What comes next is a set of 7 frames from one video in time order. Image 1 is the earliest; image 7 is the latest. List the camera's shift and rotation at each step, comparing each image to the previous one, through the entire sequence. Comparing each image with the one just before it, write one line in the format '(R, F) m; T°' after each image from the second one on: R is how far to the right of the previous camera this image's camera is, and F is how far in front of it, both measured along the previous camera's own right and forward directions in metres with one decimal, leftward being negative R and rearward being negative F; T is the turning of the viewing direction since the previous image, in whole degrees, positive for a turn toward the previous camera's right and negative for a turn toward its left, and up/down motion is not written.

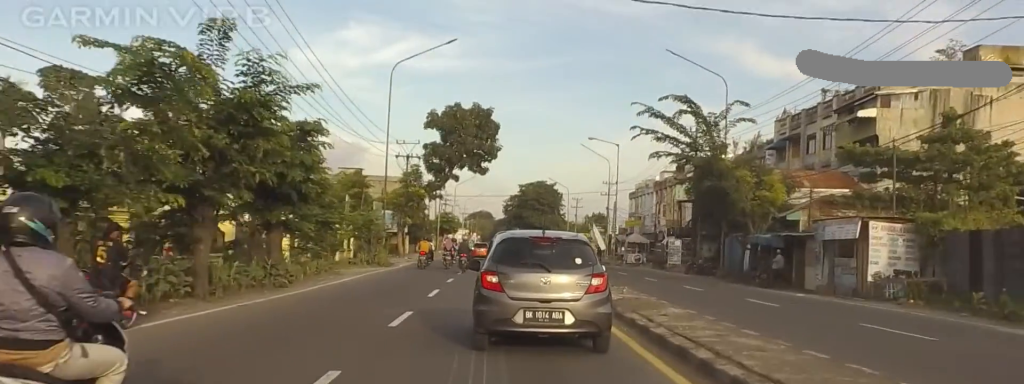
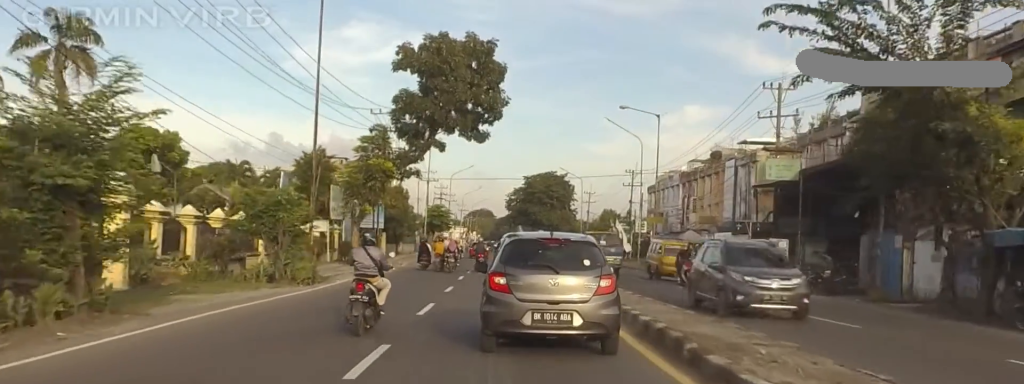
(-0.6, +19.9) m; -8°
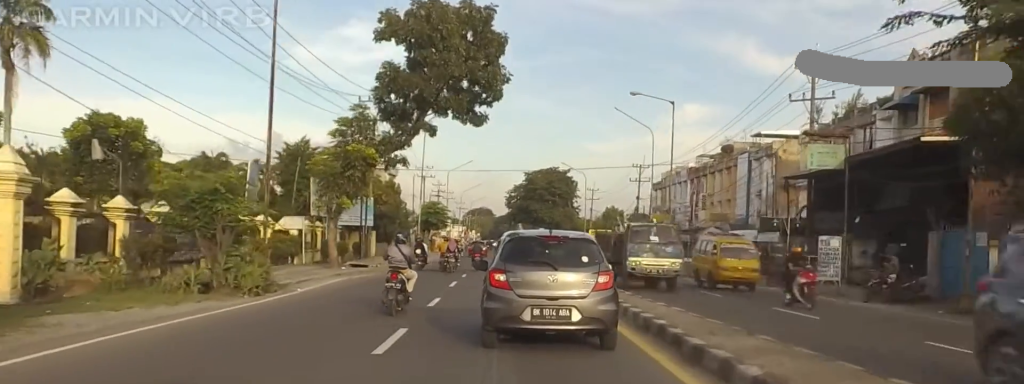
(0.0, +5.9) m; 0°
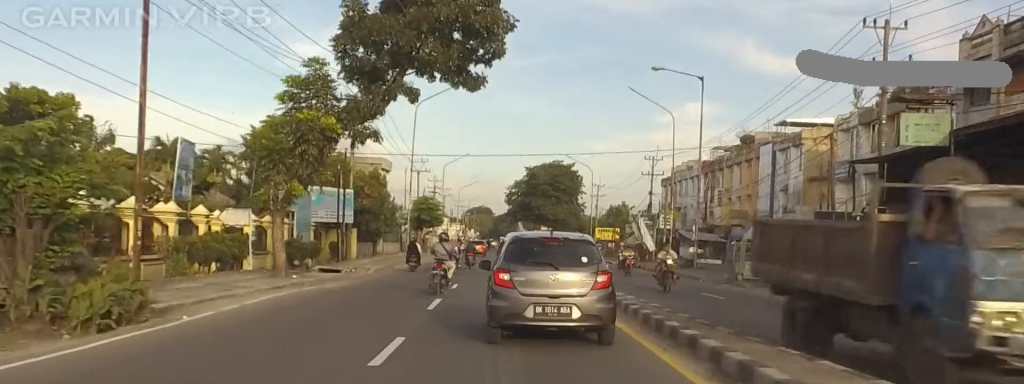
(0.0, +9.2) m; 0°
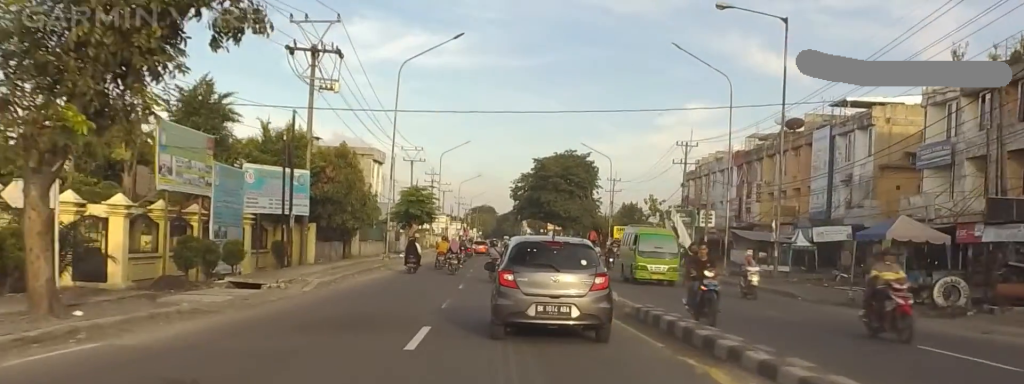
(0.0, +14.9) m; 0°
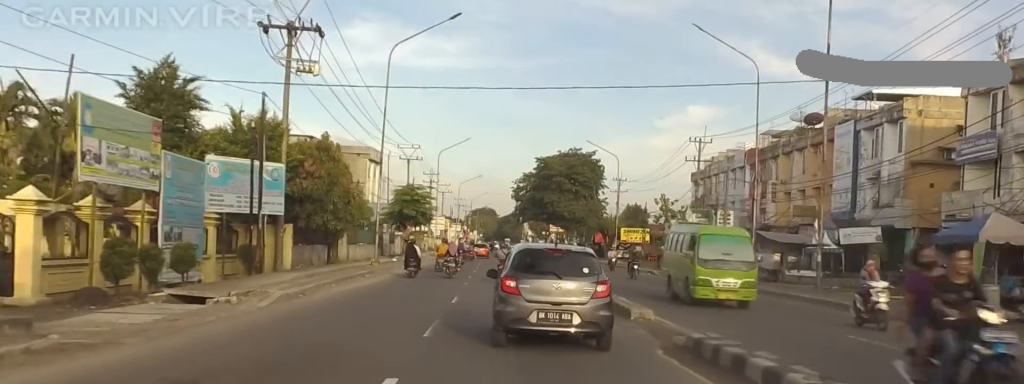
(0.0, +5.1) m; 0°
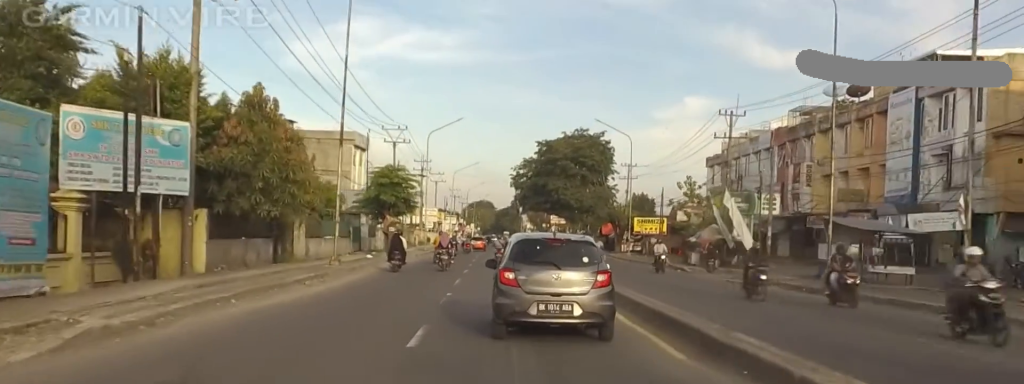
(0.0, +10.6) m; 0°
